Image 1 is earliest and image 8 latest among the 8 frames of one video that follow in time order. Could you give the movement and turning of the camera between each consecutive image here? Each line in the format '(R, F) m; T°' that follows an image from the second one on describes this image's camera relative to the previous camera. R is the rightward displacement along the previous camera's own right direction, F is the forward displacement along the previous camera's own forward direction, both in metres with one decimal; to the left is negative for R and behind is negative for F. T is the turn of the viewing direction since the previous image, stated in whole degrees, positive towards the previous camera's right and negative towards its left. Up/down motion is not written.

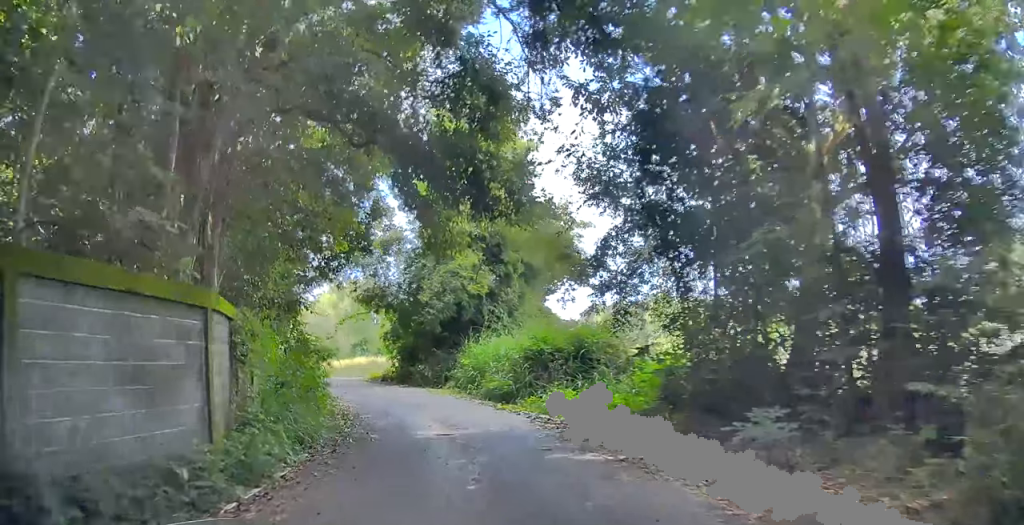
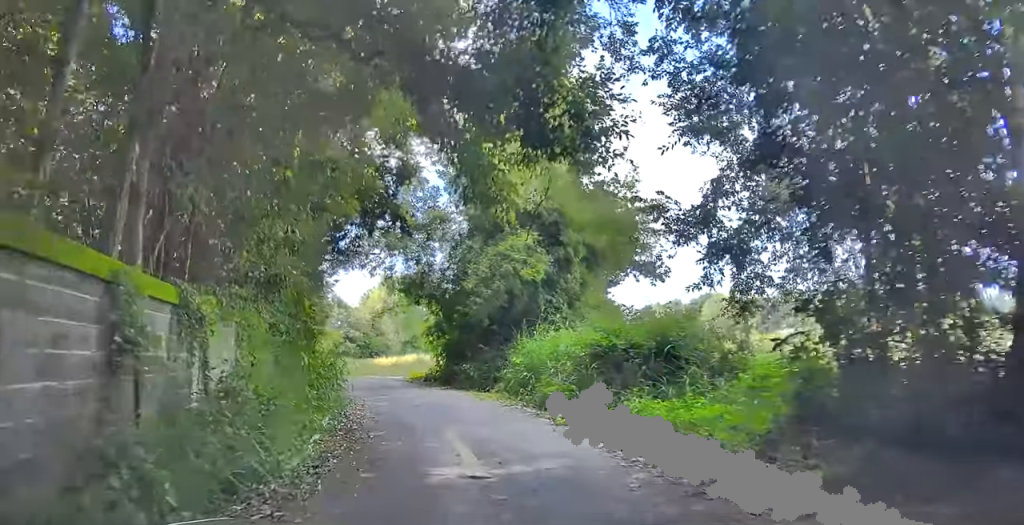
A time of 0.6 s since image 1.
(-0.5, +4.0) m; -5°
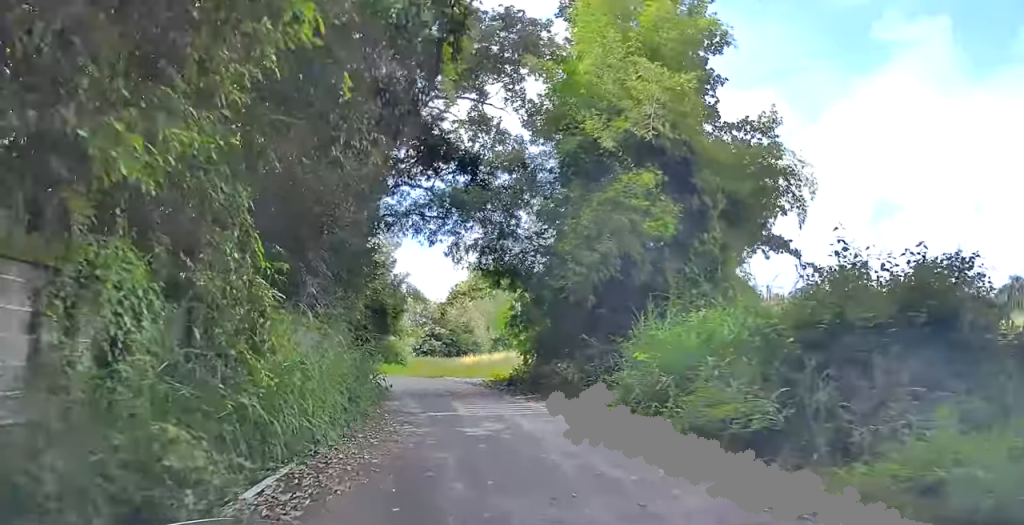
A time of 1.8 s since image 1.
(+0.4, +7.4) m; +11°
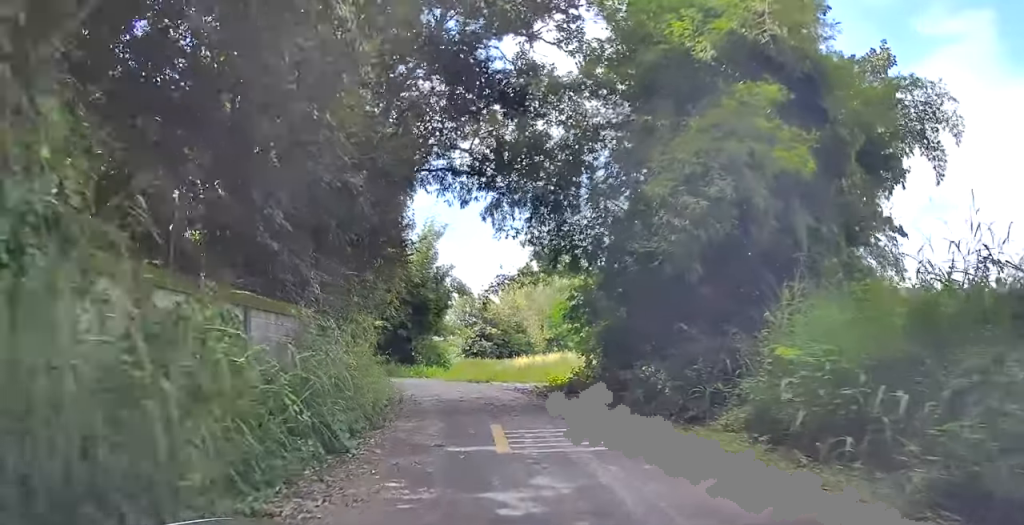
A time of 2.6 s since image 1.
(+0.5, +4.9) m; +8°
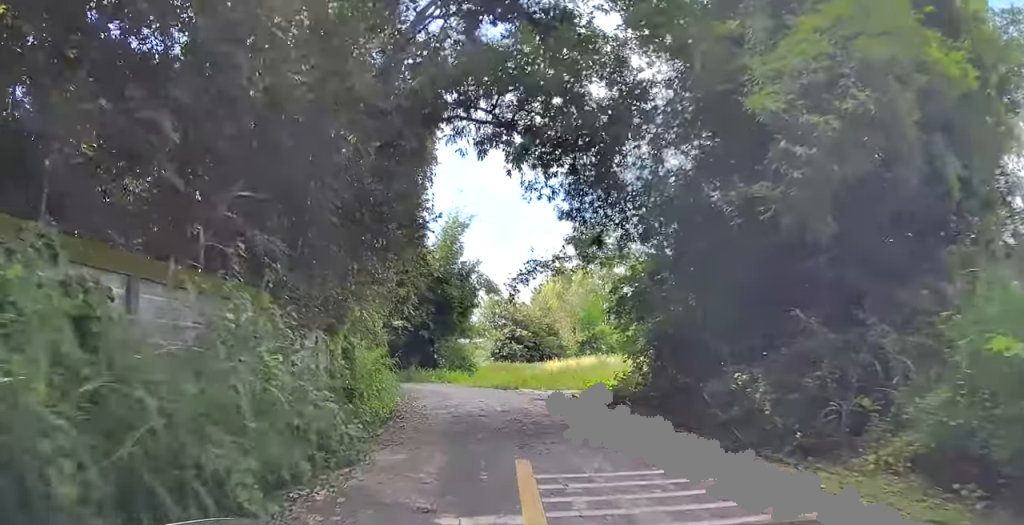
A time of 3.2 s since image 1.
(+0.6, +3.6) m; -5°
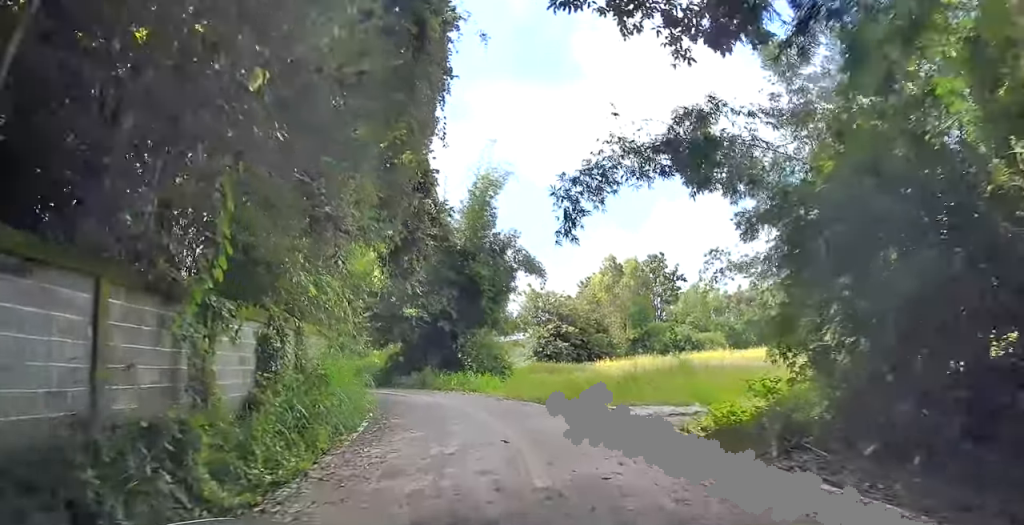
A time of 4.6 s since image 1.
(-2.0, +7.7) m; -22°
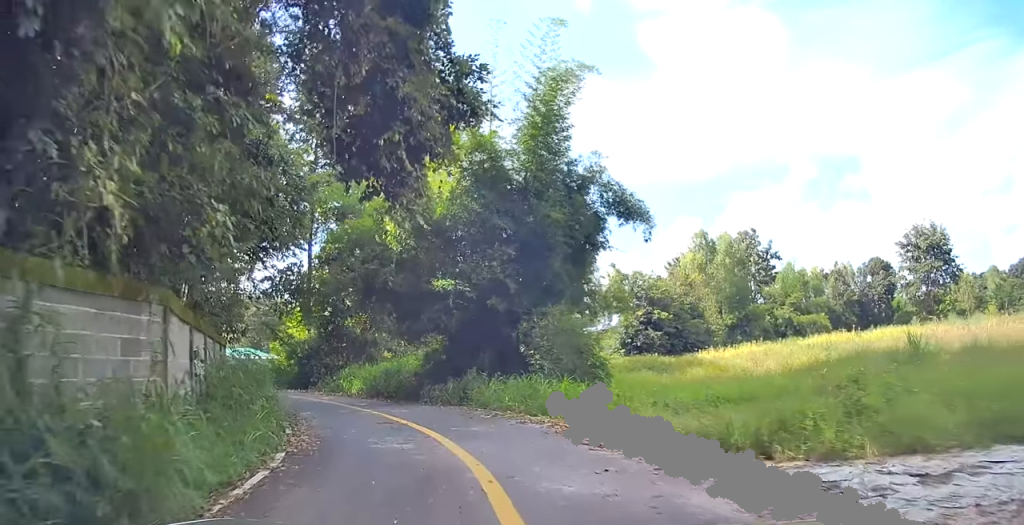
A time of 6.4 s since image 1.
(-1.1, +10.3) m; -5°
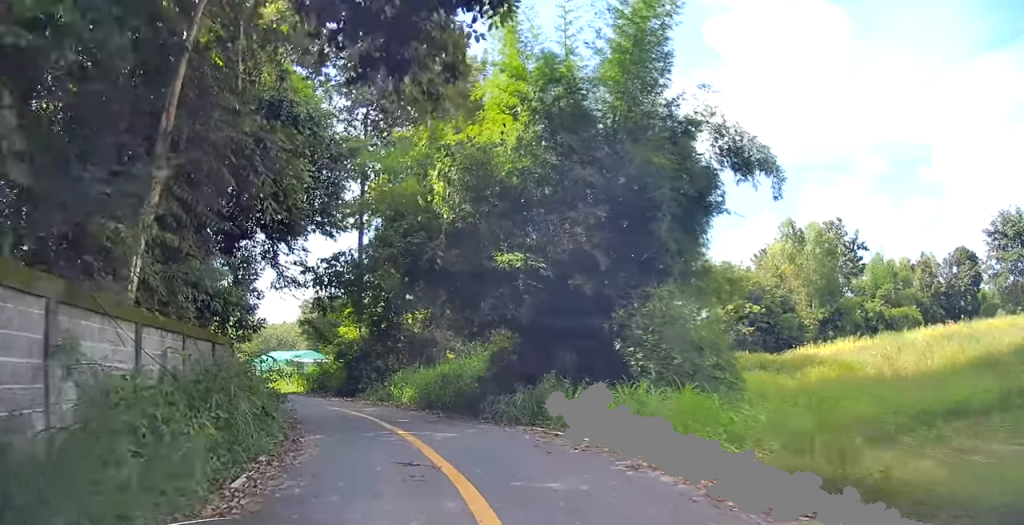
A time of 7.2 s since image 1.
(+0.5, +5.2) m; -7°
